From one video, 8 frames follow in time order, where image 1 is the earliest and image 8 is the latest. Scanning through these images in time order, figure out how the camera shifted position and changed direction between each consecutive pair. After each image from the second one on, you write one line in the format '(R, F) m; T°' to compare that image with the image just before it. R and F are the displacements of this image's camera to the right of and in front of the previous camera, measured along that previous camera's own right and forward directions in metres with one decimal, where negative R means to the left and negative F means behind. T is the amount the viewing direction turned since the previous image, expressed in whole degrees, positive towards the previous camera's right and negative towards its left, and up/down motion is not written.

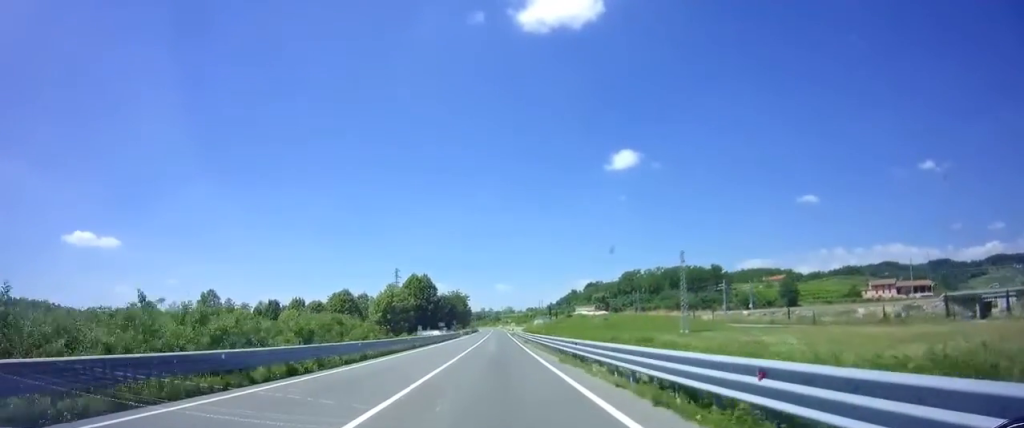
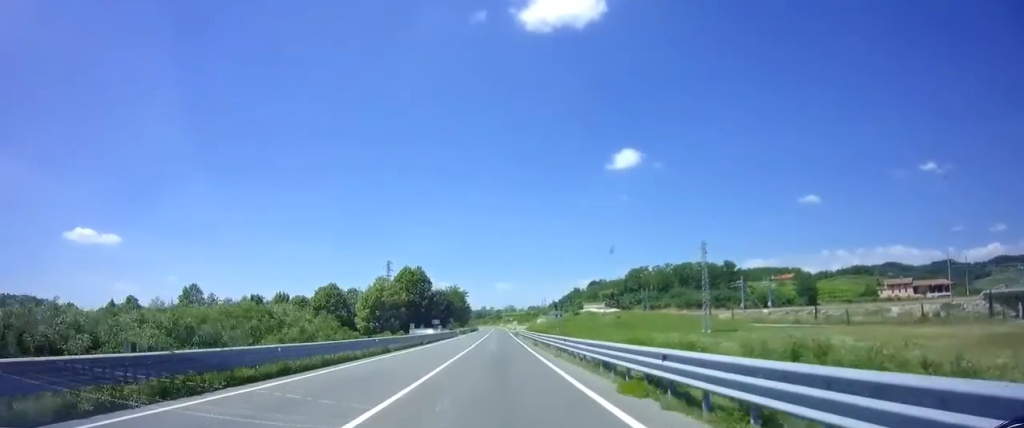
(+0.1, +10.1) m; 0°
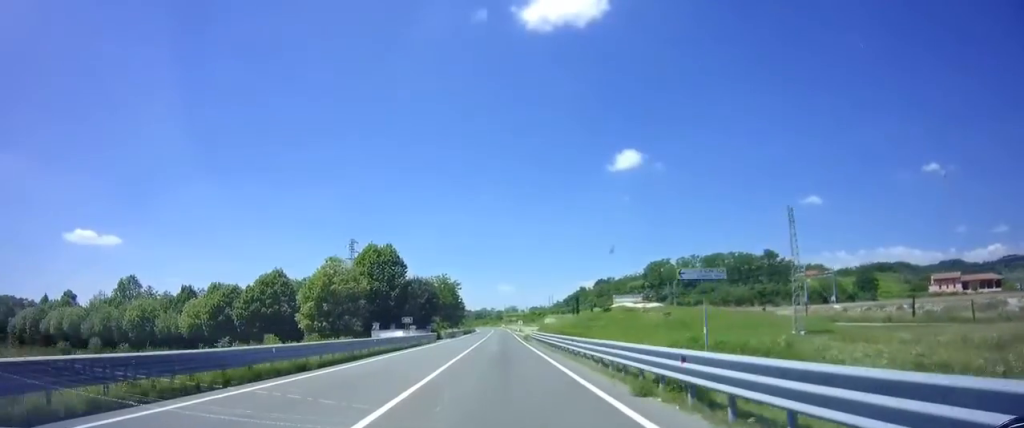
(0.0, +27.9) m; +1°
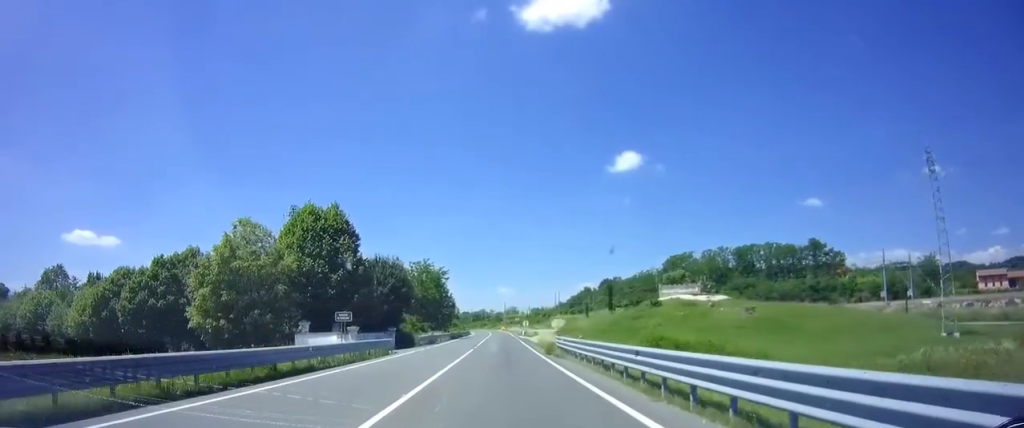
(+0.3, +24.6) m; 0°
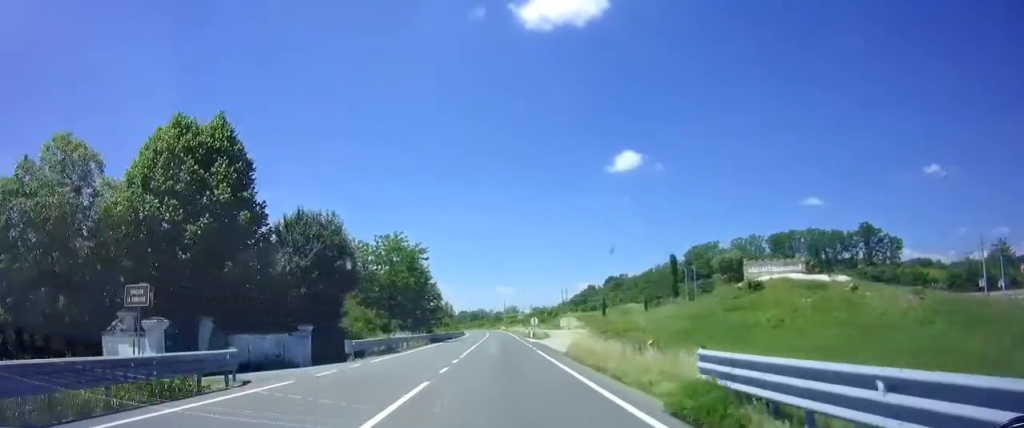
(-0.3, +20.6) m; -1°
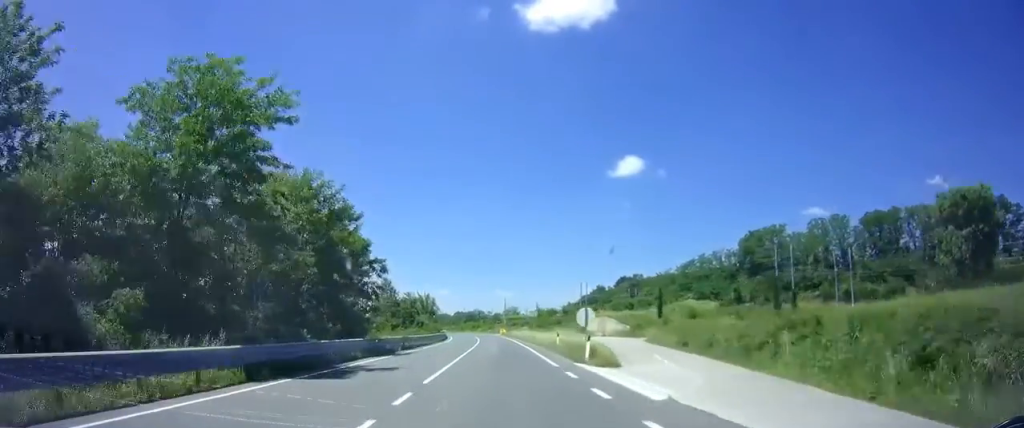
(0.0, +37.9) m; -1°
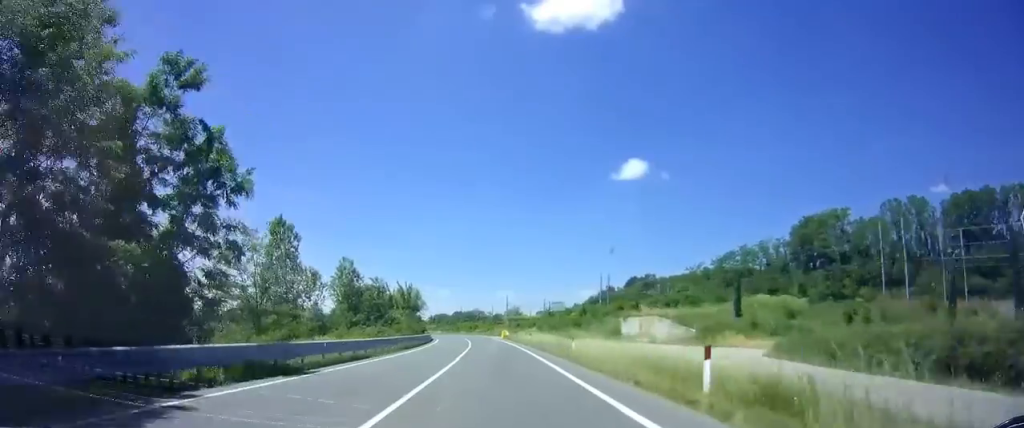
(-0.1, +22.5) m; -1°
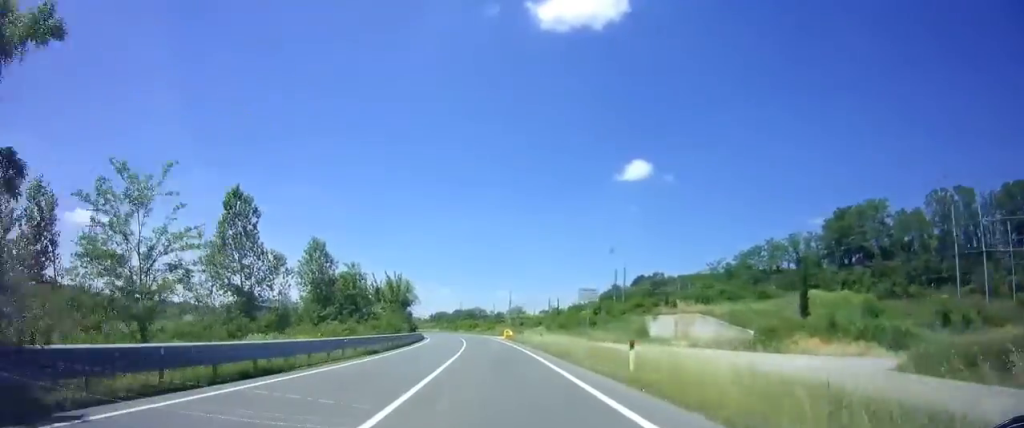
(0.0, +10.6) m; -1°
